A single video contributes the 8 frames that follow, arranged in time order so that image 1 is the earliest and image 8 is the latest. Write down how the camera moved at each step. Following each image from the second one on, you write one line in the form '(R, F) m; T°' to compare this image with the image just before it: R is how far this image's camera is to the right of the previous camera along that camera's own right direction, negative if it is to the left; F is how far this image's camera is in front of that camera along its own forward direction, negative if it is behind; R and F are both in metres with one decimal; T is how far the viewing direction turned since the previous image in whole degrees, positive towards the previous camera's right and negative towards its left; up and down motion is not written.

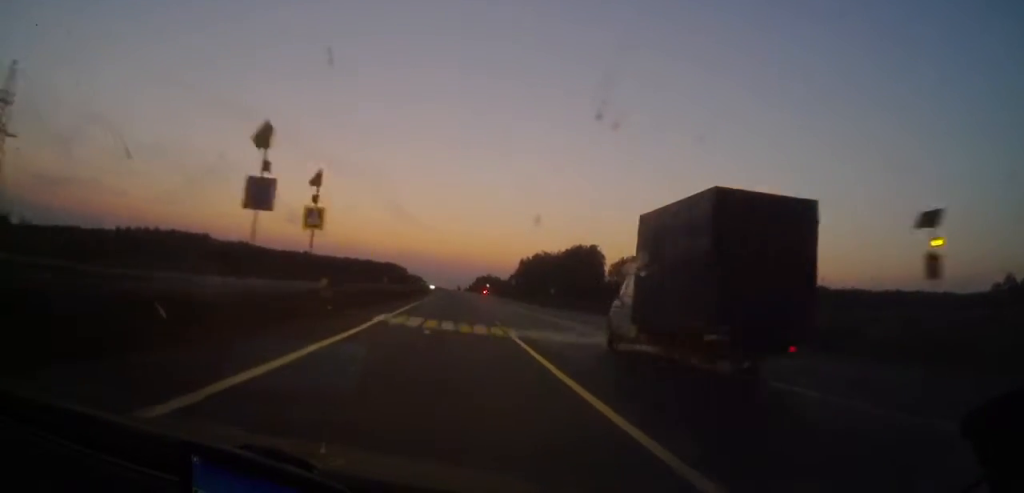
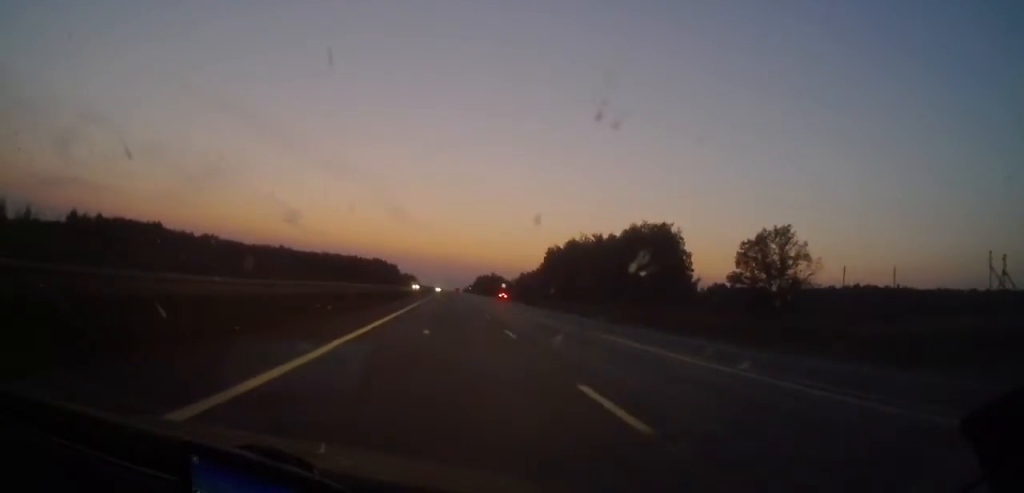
(+0.1, +86.4) m; 0°
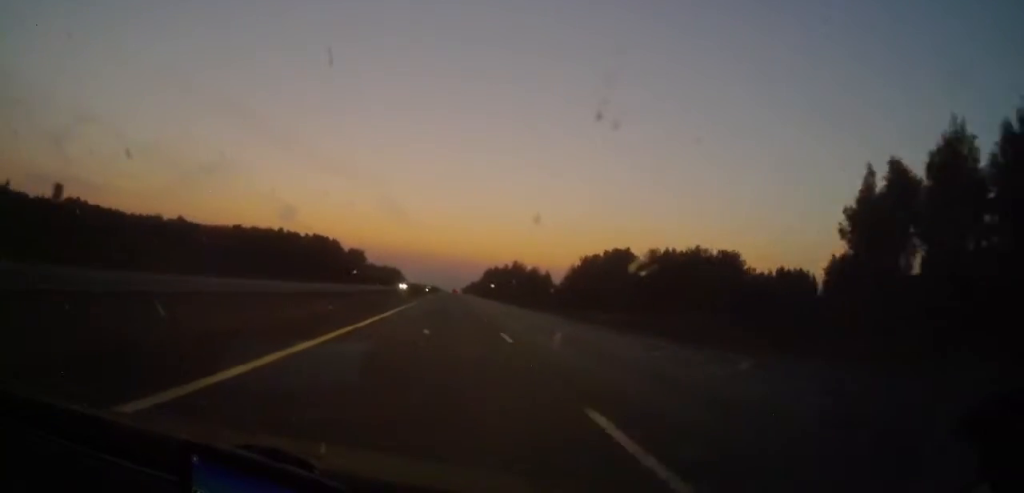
(+0.4, +204.9) m; 0°
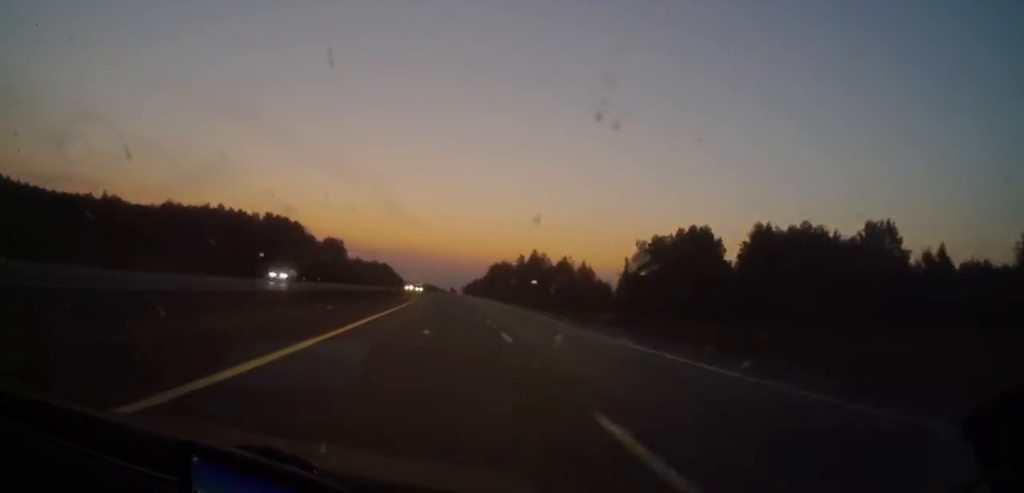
(-0.2, +71.9) m; 0°
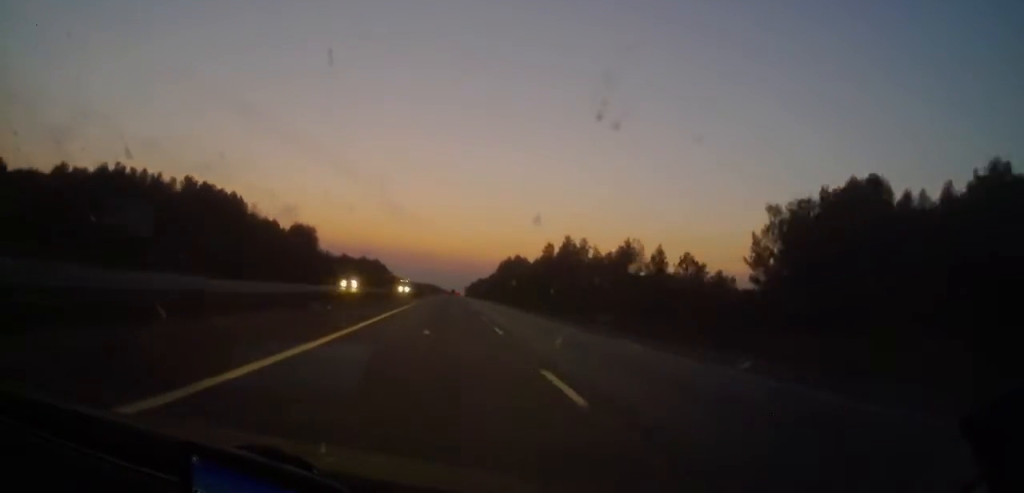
(-0.1, +68.0) m; 0°
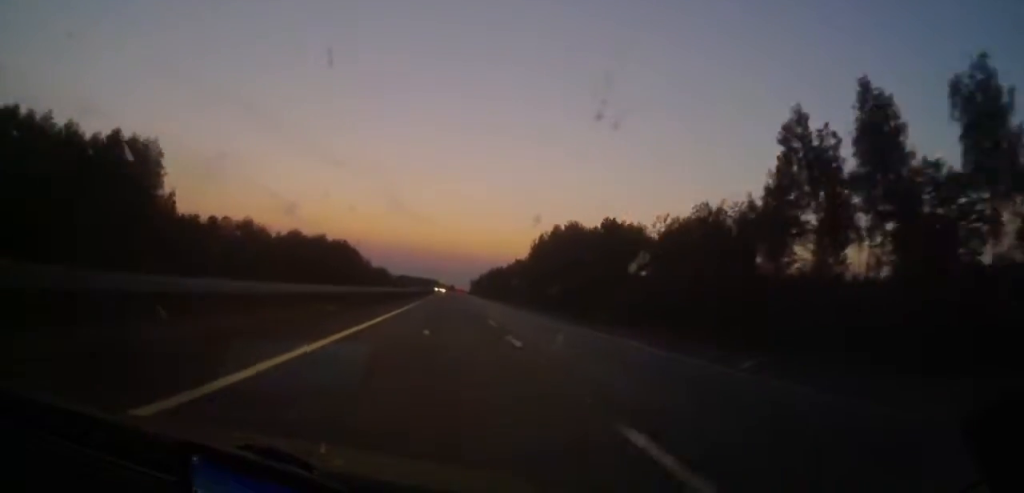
(+0.1, +135.9) m; 0°
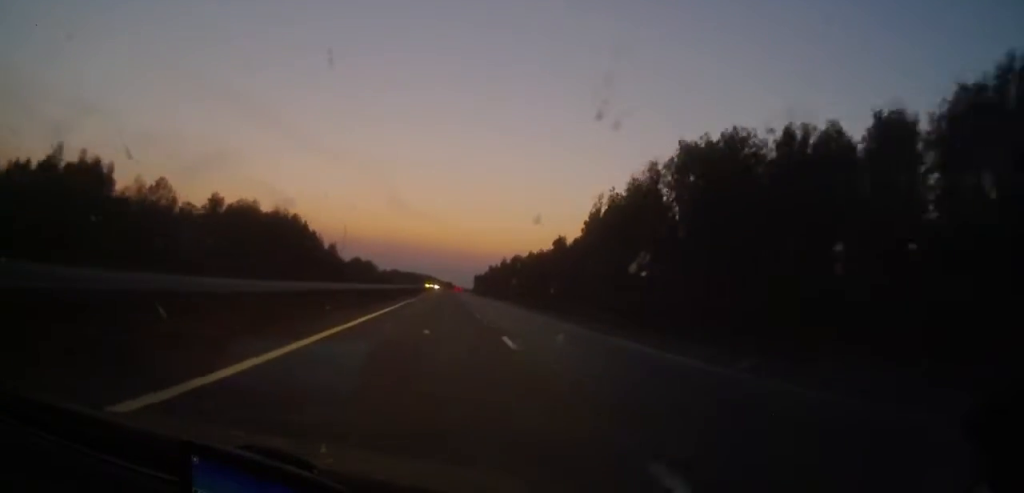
(-0.4, +95.8) m; 0°
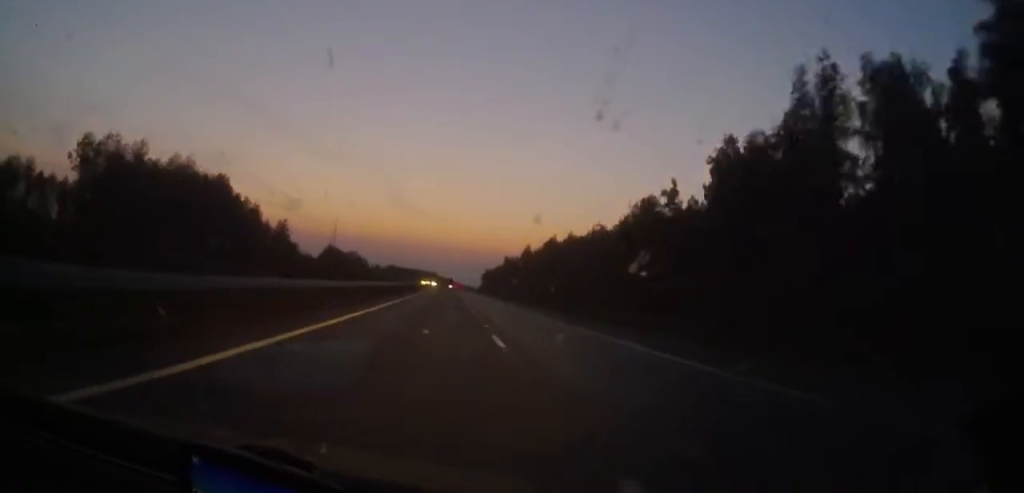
(+0.1, +70.0) m; 0°
